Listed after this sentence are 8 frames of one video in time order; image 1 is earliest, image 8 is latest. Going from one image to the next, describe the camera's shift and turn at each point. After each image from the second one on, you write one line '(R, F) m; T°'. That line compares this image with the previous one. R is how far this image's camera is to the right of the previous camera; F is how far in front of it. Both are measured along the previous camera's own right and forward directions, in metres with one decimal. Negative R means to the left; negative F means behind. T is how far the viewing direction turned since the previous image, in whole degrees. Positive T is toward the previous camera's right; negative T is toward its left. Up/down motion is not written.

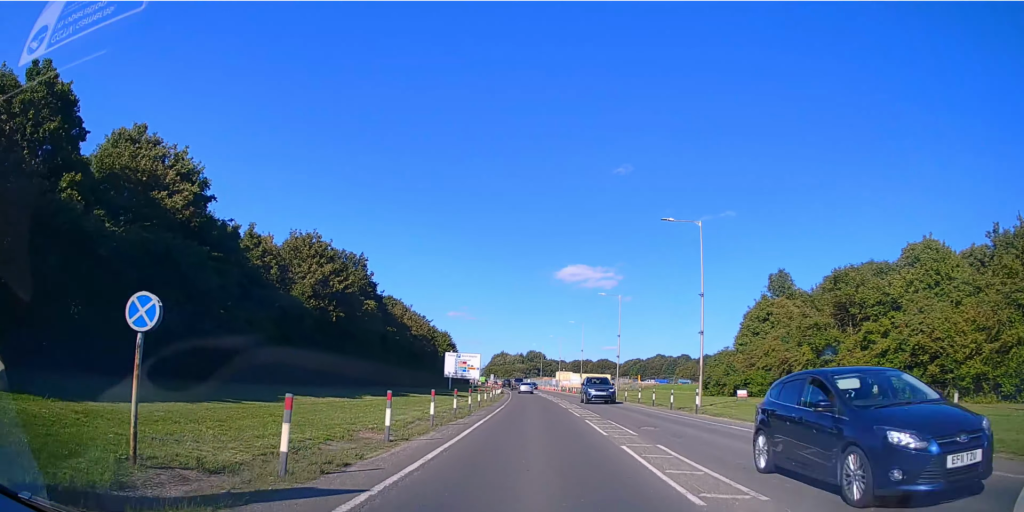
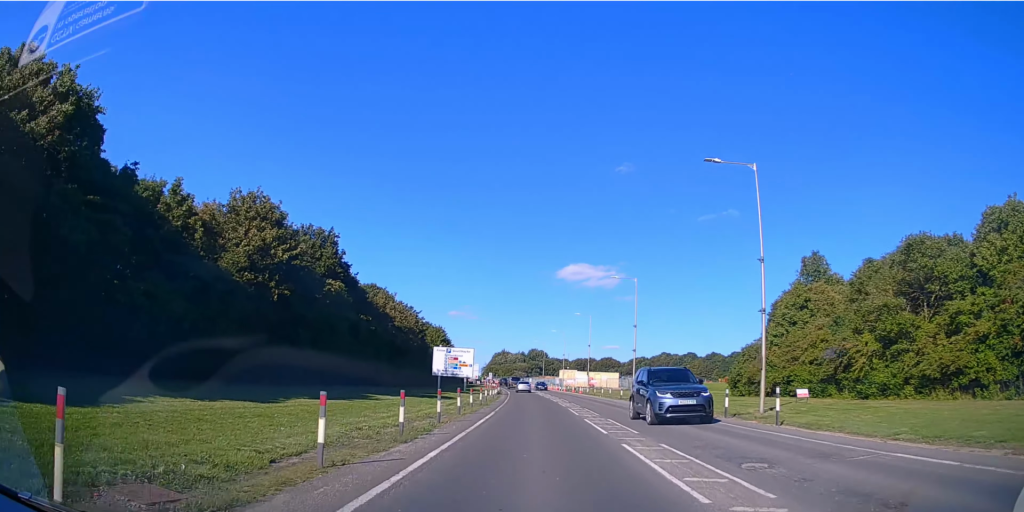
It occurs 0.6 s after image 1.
(0.0, +6.9) m; 0°
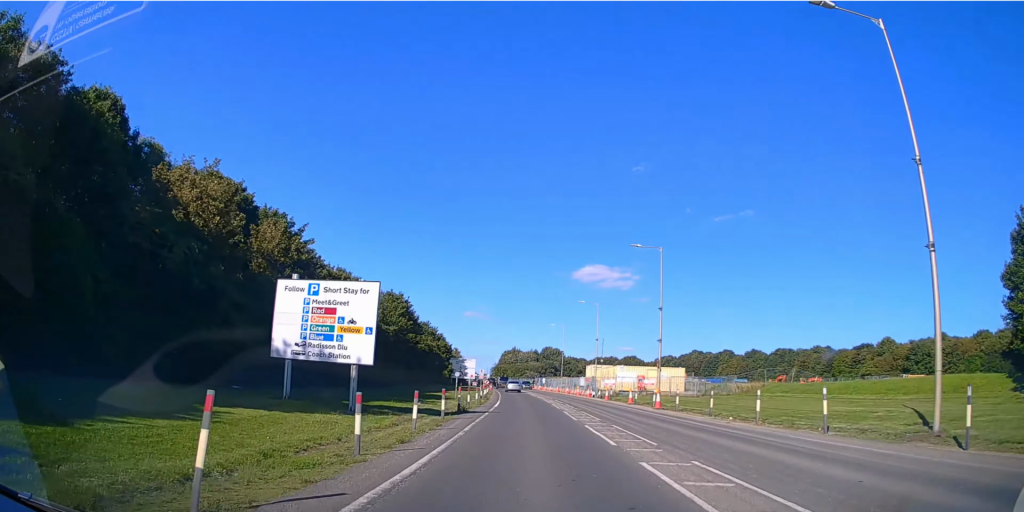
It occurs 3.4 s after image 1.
(-0.3, +34.6) m; -2°
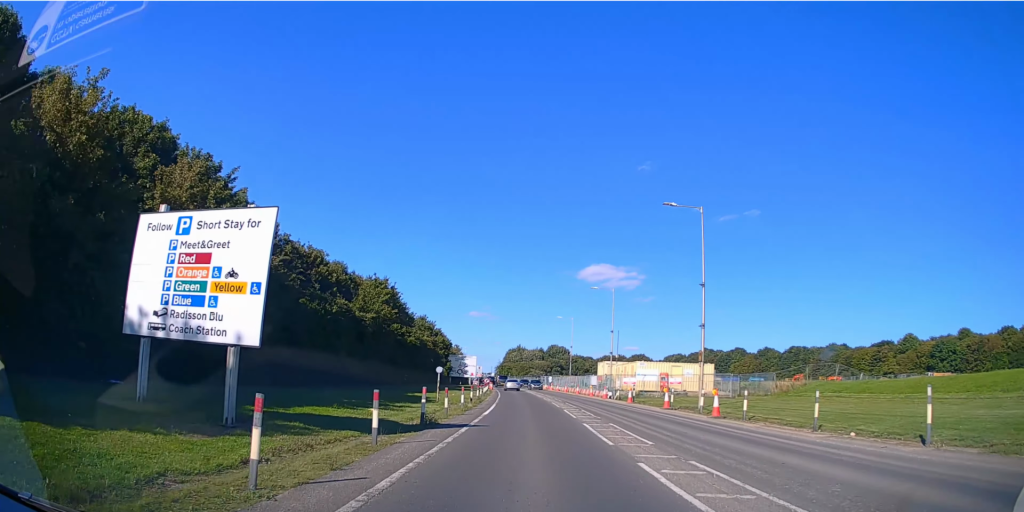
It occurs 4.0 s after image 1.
(-0.1, +8.3) m; -1°
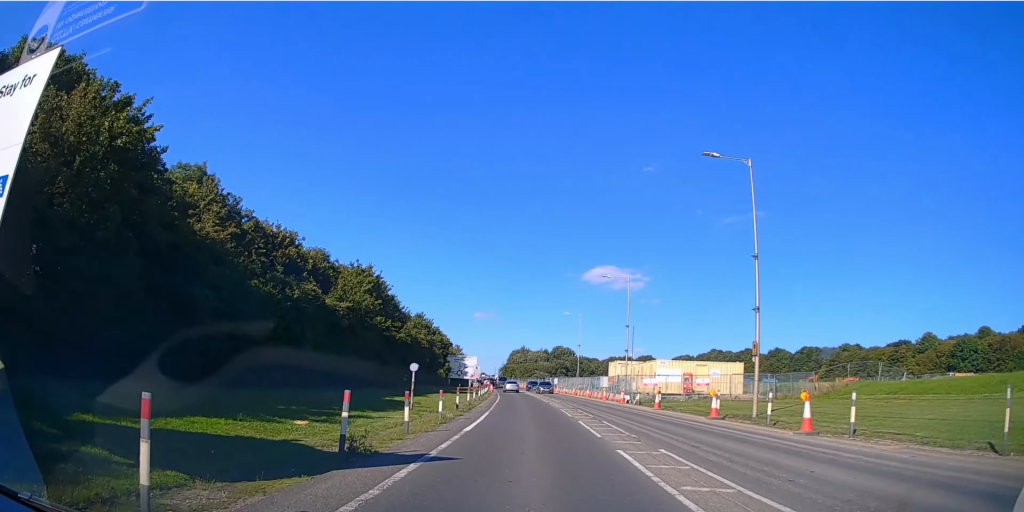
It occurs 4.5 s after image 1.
(0.0, +7.1) m; -1°
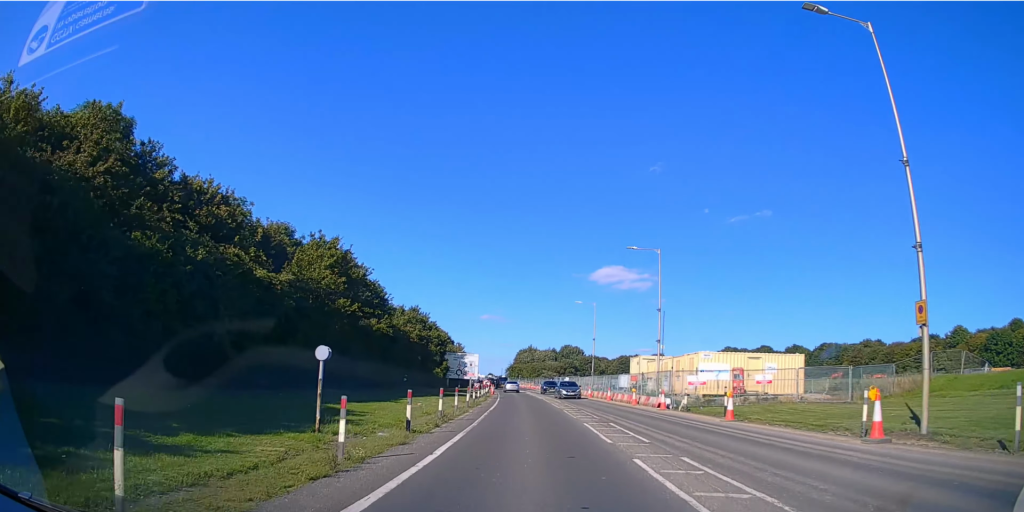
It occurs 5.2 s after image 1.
(0.0, +10.4) m; -1°
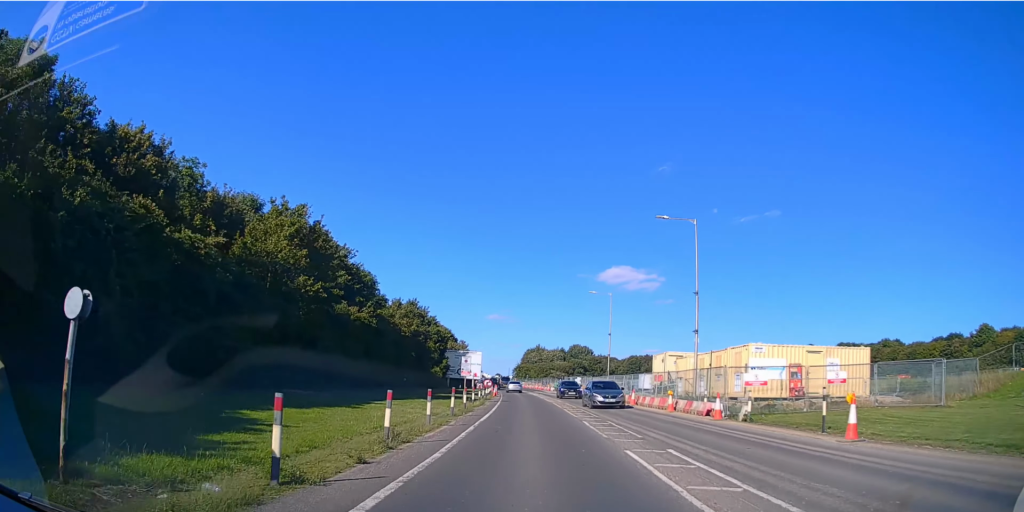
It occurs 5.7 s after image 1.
(-0.1, +7.6) m; -1°
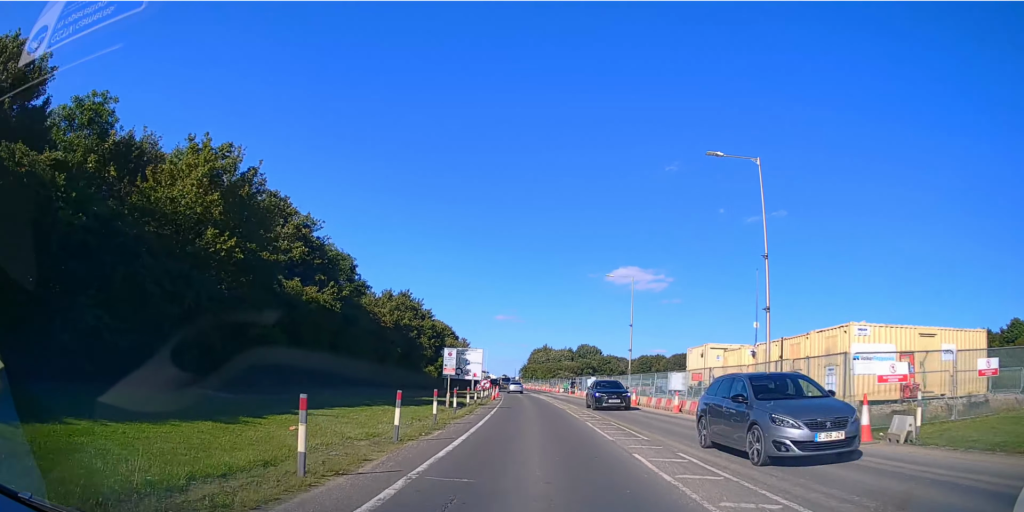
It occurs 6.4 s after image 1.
(-0.1, +9.5) m; 0°
